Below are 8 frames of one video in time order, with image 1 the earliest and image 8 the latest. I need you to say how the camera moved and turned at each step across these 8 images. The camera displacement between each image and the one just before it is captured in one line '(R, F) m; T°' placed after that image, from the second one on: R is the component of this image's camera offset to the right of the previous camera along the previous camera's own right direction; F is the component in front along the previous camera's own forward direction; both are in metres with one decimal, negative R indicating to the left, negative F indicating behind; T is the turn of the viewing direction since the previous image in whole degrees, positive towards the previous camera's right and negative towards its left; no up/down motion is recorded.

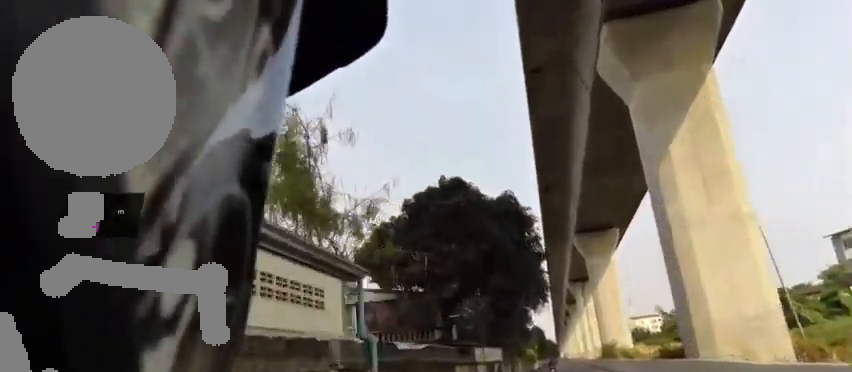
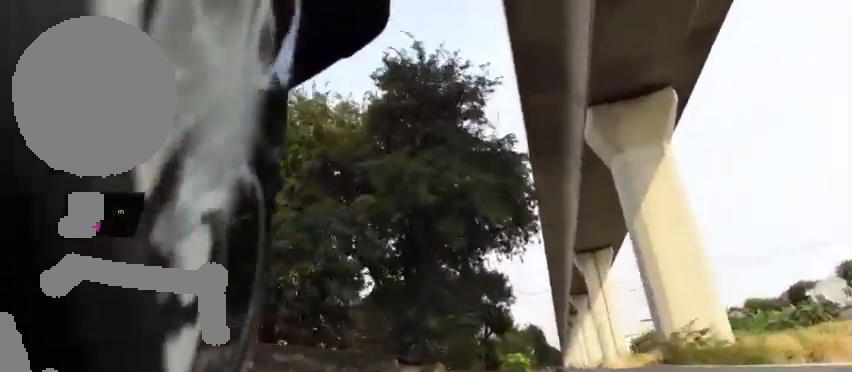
(+1.7, +30.8) m; +4°
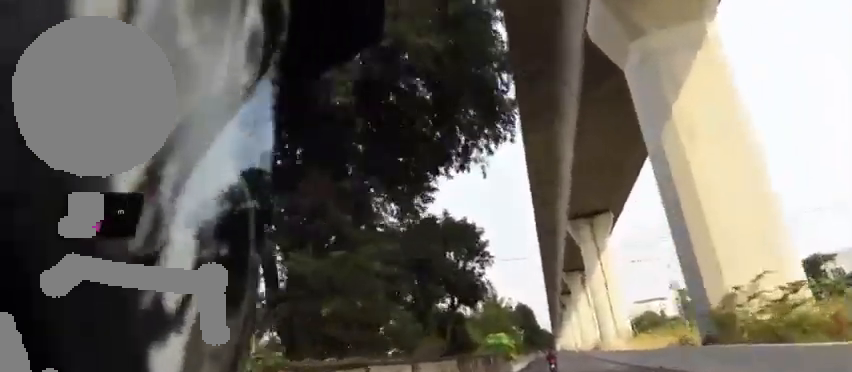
(0.0, +9.1) m; 0°
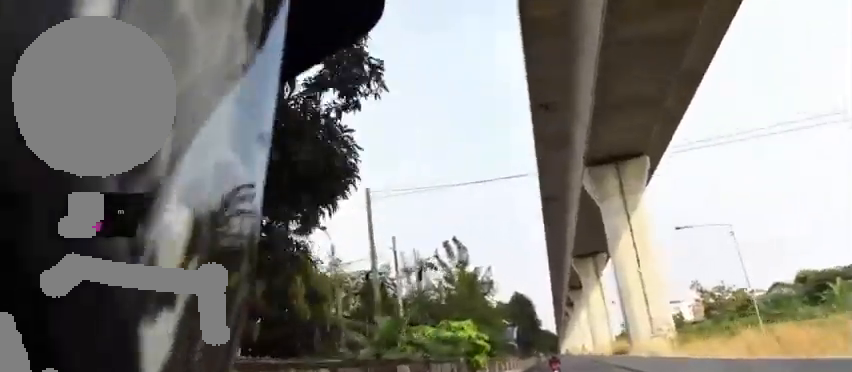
(0.0, +17.0) m; 0°
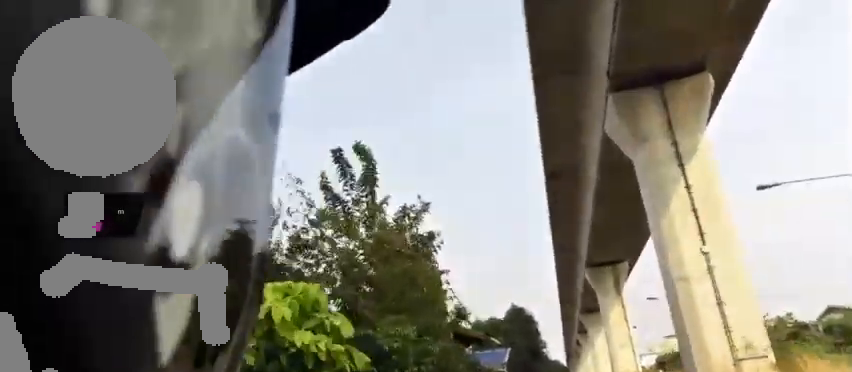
(0.0, +14.2) m; +2°
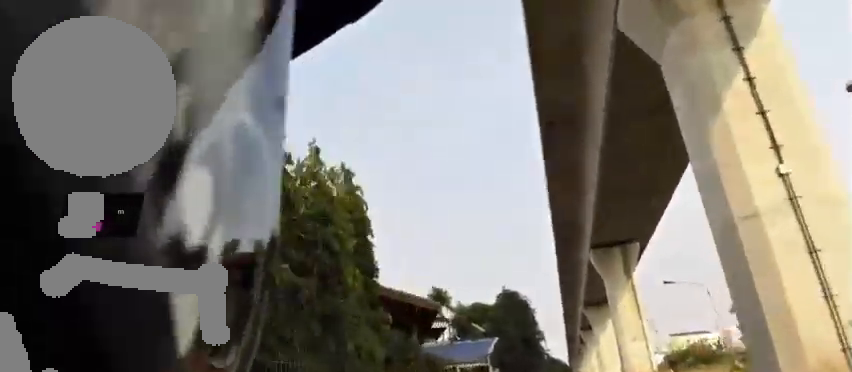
(0.0, +7.6) m; 0°
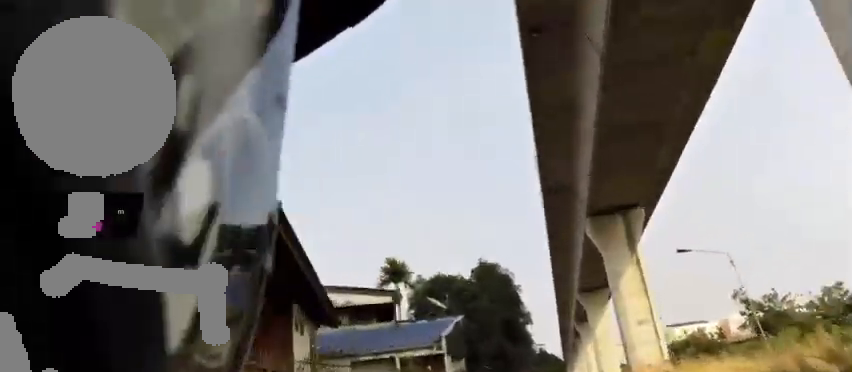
(+0.4, +7.8) m; -1°
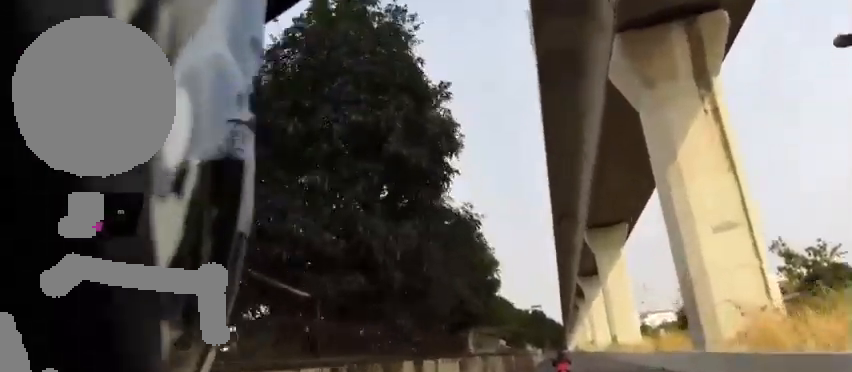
(-1.2, +19.5) m; -2°
